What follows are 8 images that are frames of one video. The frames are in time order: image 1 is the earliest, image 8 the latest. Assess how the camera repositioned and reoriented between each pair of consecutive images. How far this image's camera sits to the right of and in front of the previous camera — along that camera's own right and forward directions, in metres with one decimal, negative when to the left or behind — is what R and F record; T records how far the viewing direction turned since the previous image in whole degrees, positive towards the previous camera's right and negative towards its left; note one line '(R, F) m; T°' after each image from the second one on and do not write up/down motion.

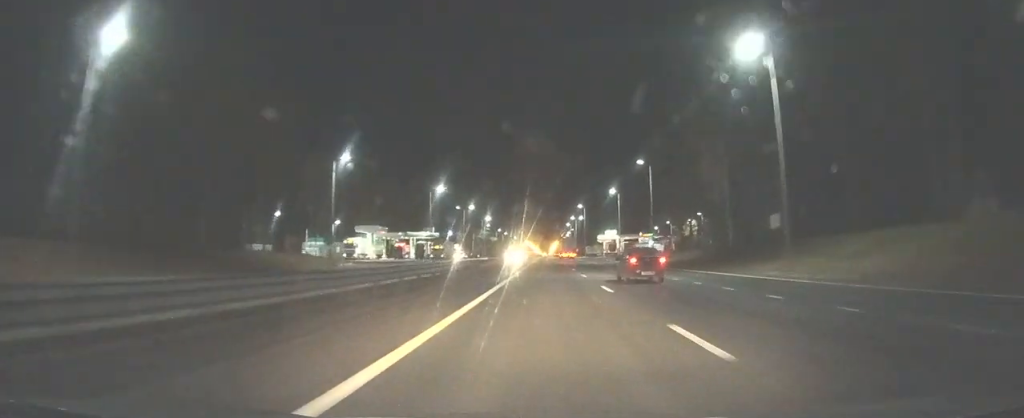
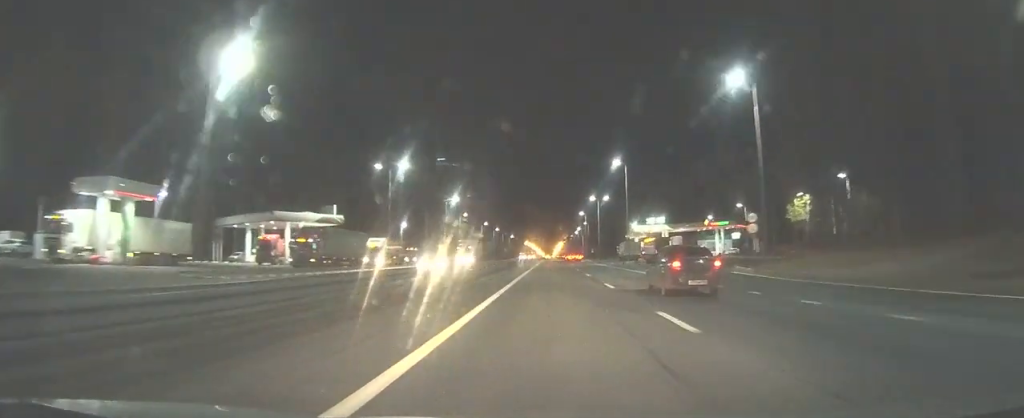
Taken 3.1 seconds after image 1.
(+0.4, +69.2) m; 0°
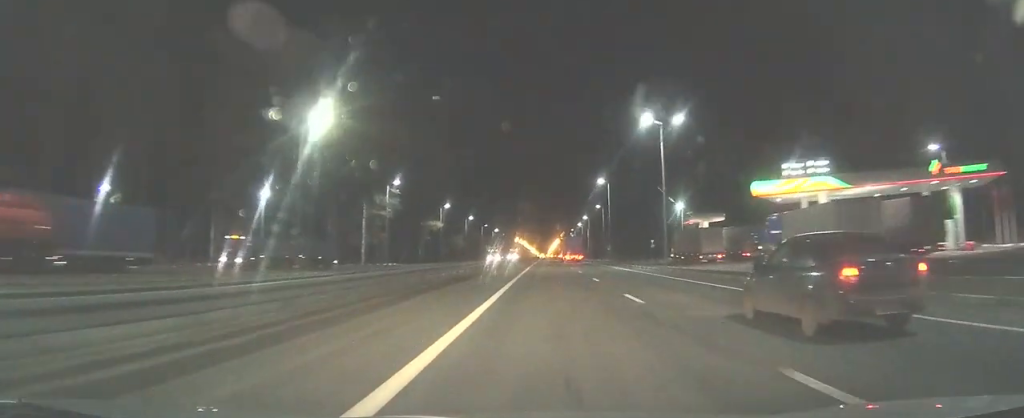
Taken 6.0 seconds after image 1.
(+0.1, +65.2) m; 0°
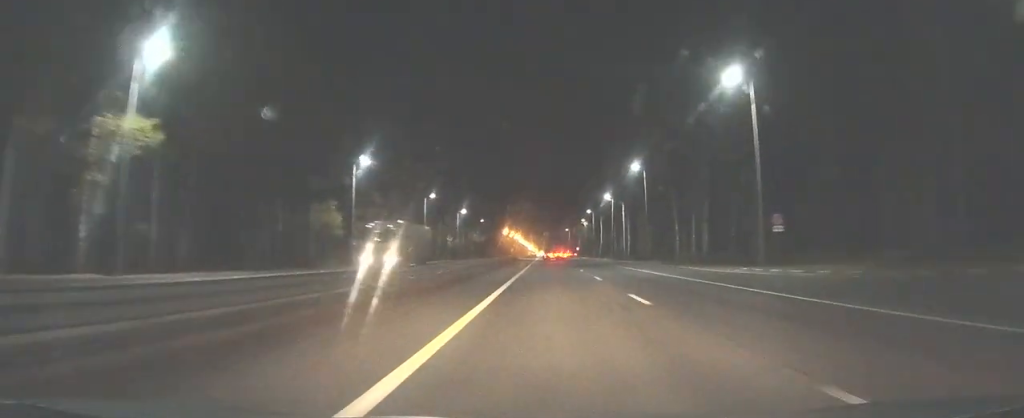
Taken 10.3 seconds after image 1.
(-0.1, +95.6) m; 0°
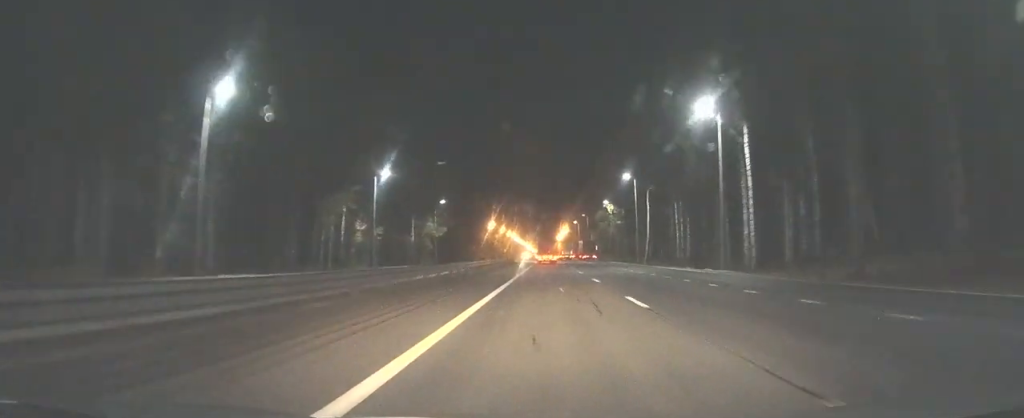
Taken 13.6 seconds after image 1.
(+0.1, +72.0) m; 0°
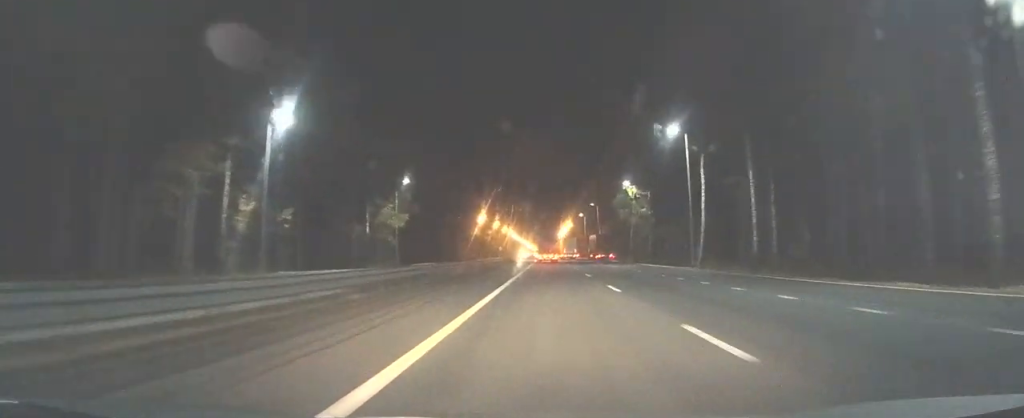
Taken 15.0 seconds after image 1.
(+0.1, +30.3) m; 0°
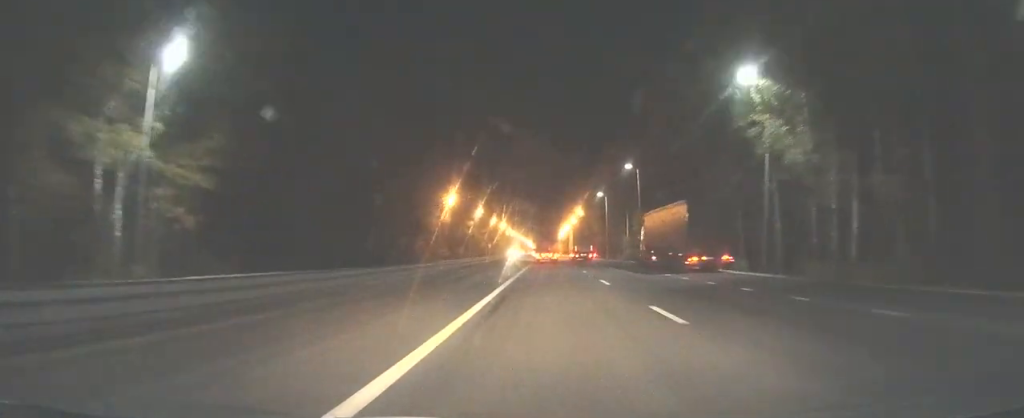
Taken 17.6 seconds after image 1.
(-0.3, +55.5) m; 0°
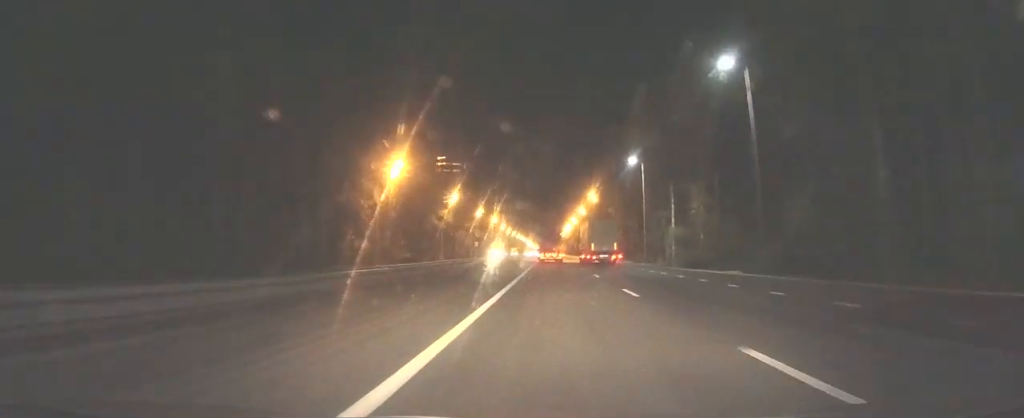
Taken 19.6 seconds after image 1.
(-0.2, +42.5) m; 0°
